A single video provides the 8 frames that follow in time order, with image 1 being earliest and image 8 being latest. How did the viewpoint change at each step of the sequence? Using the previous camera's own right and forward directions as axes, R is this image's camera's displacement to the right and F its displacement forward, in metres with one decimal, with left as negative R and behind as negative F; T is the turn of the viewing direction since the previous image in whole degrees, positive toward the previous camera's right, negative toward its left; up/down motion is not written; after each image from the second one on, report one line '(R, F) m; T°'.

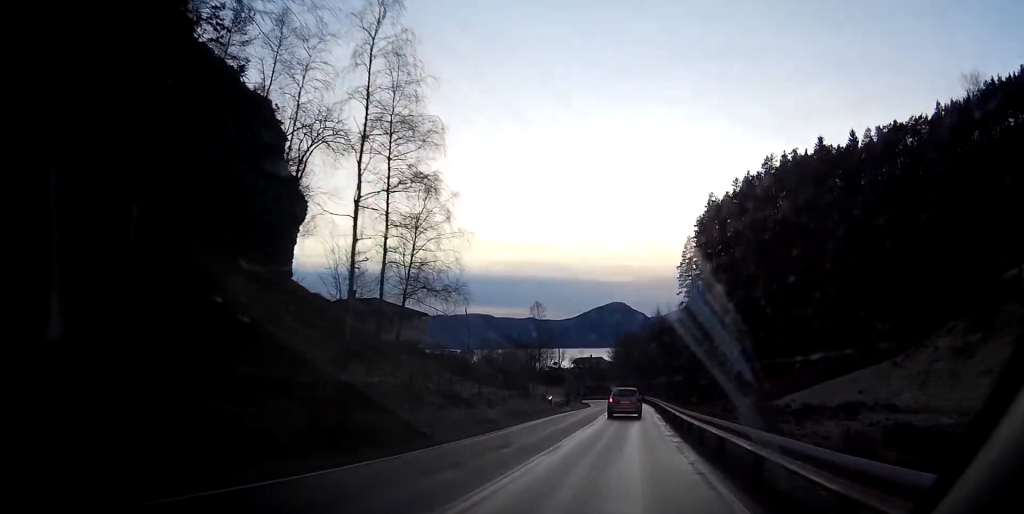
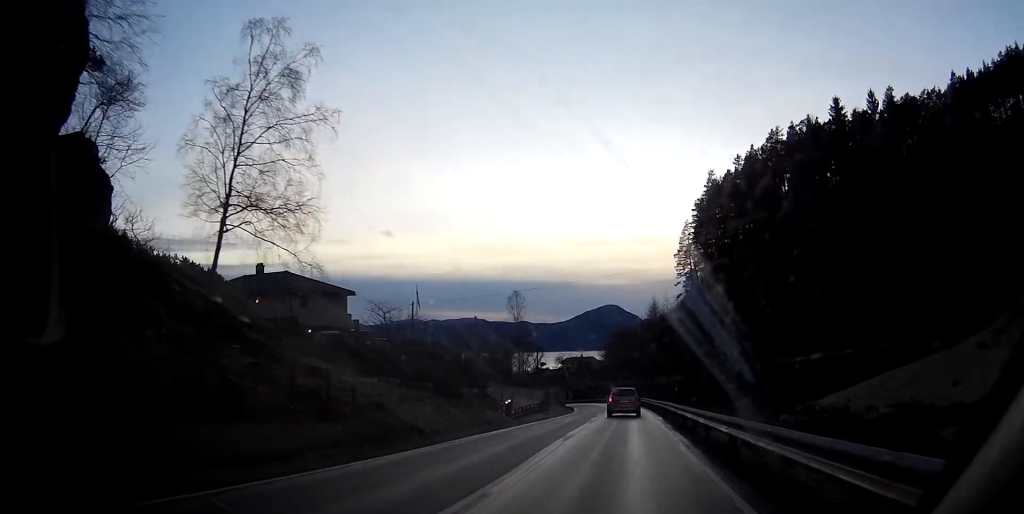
(-0.4, +20.8) m; +1°
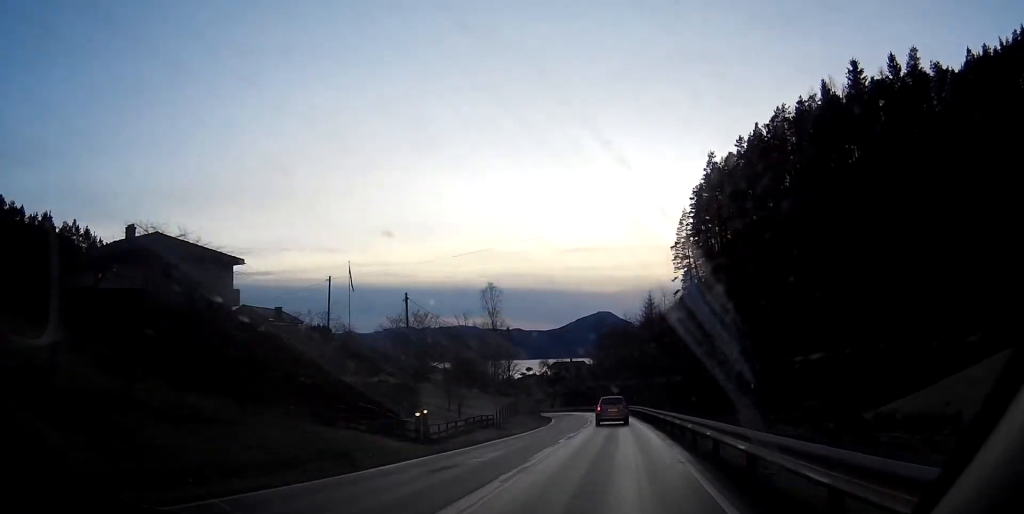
(+0.6, +18.5) m; +3°
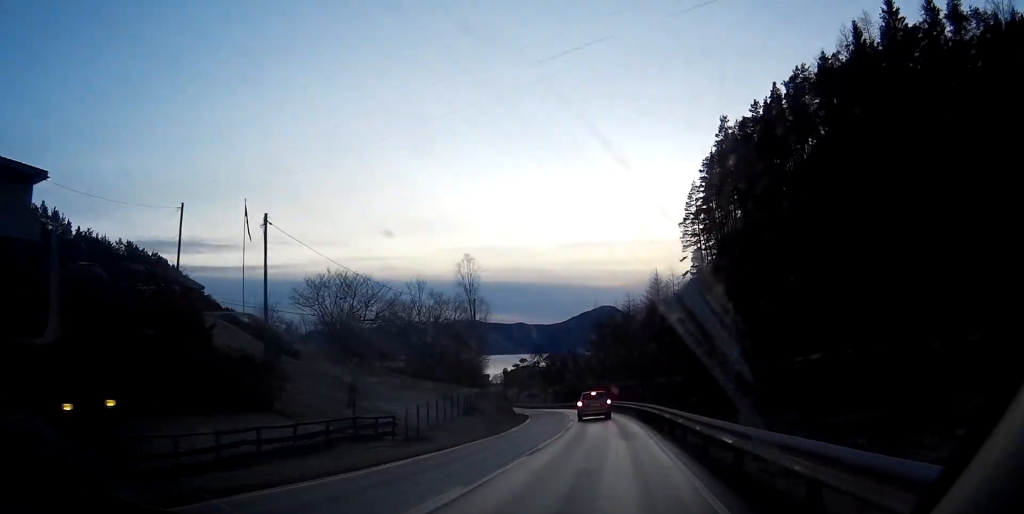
(+0.2, +19.4) m; -1°
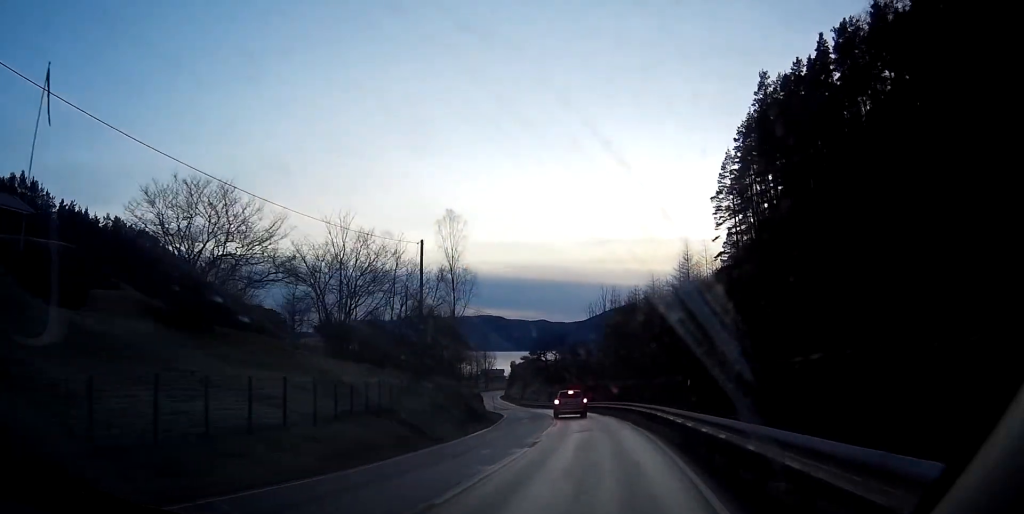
(-0.6, +21.8) m; -4°
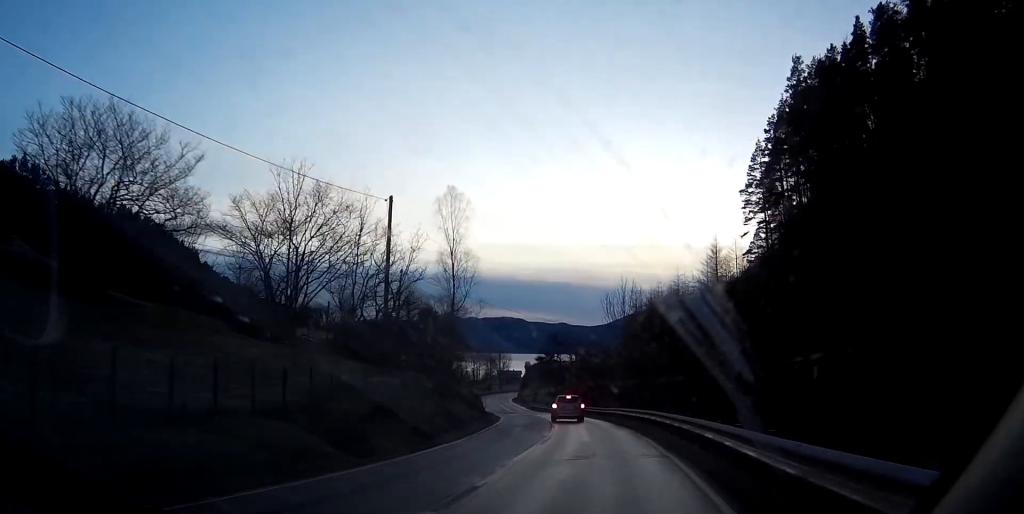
(-0.4, +9.3) m; -1°
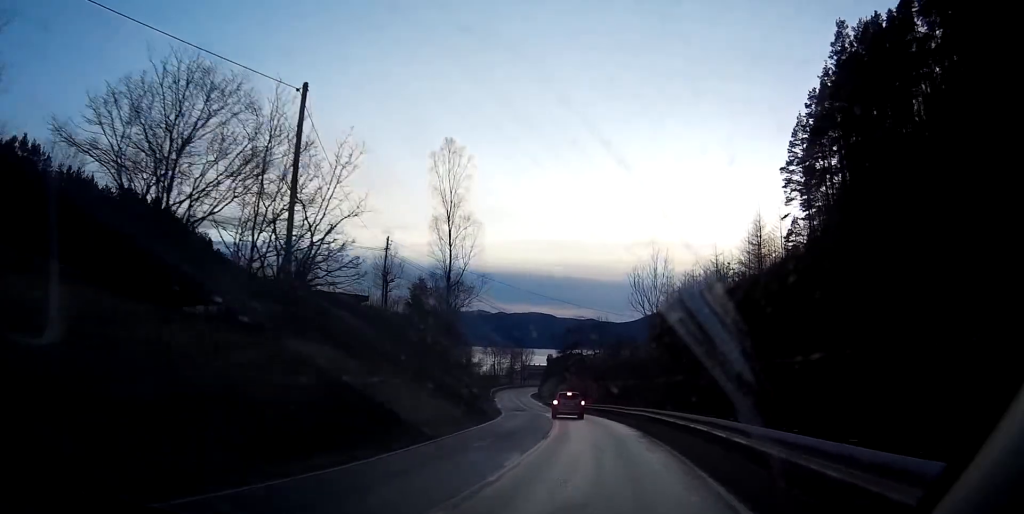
(-0.2, +12.3) m; -1°
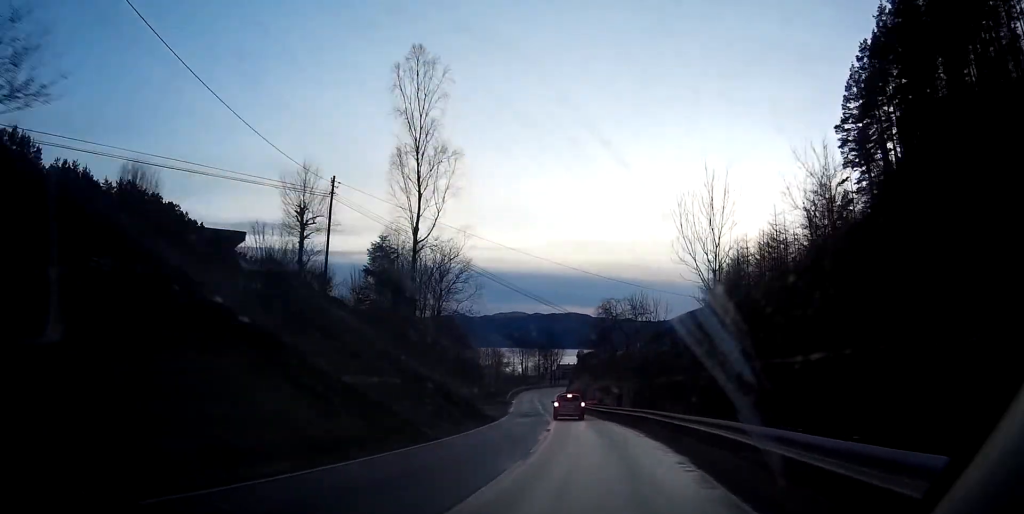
(0.0, +17.8) m; 0°
